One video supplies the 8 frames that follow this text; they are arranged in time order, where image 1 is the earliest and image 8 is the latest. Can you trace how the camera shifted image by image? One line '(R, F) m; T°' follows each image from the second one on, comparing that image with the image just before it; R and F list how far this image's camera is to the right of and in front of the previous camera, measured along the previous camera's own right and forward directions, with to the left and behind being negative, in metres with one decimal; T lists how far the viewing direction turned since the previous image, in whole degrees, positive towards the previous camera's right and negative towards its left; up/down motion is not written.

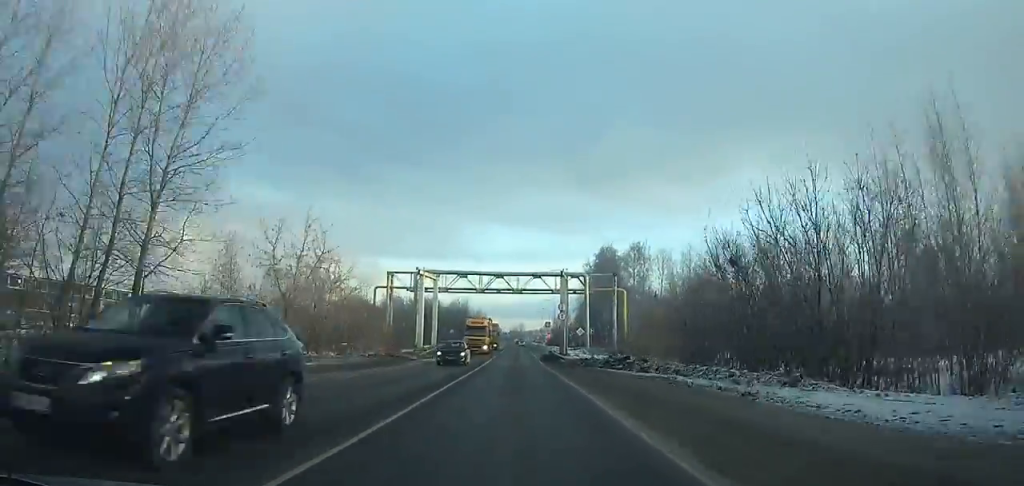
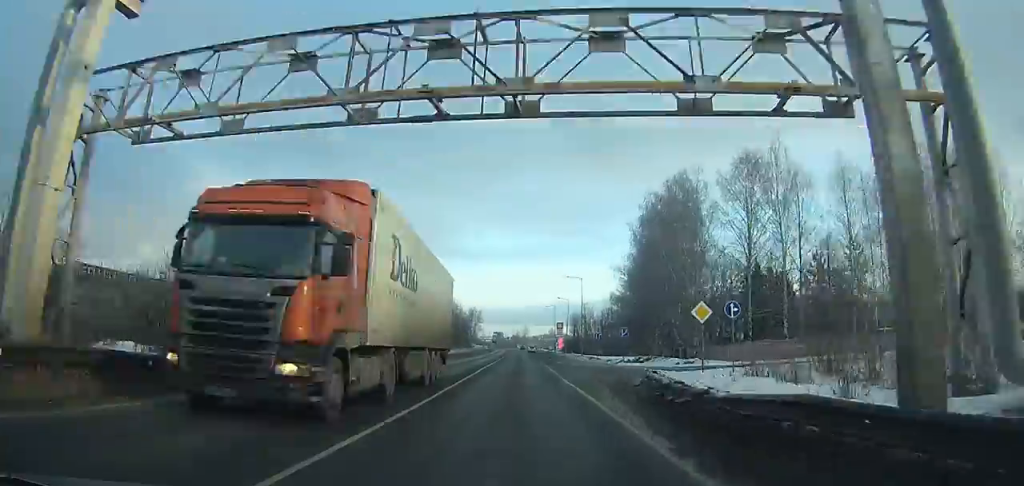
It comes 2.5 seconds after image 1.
(-0.1, +46.9) m; 0°
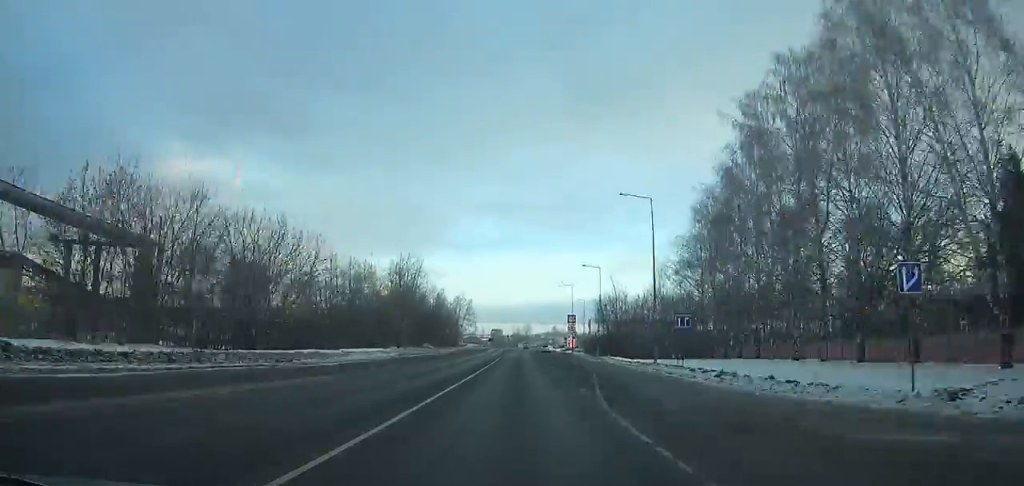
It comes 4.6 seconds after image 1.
(0.0, +38.3) m; 0°
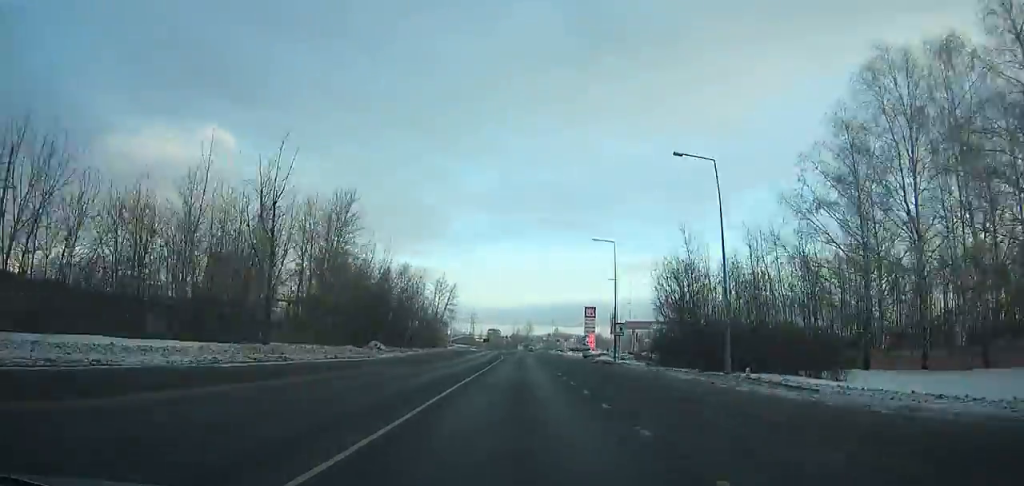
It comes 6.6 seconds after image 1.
(0.0, +35.4) m; 0°
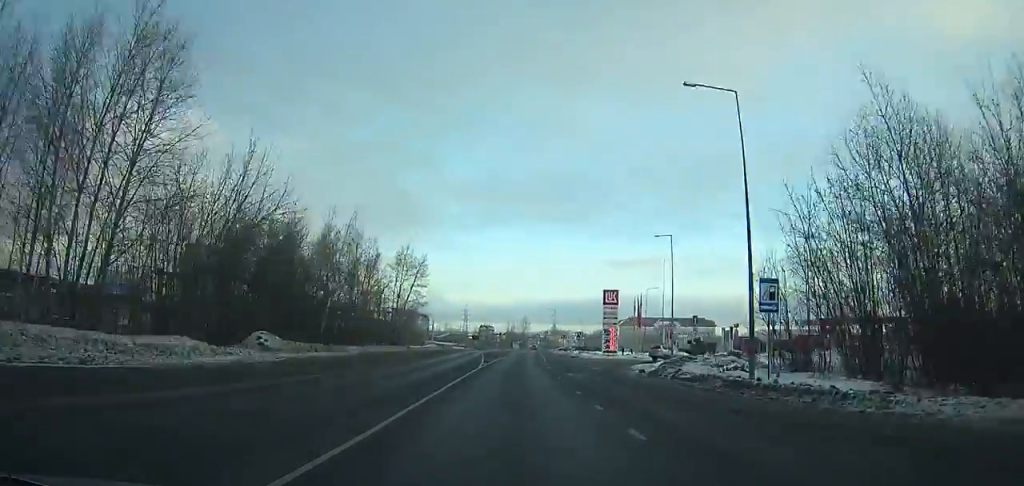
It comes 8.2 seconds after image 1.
(0.0, +28.0) m; 0°
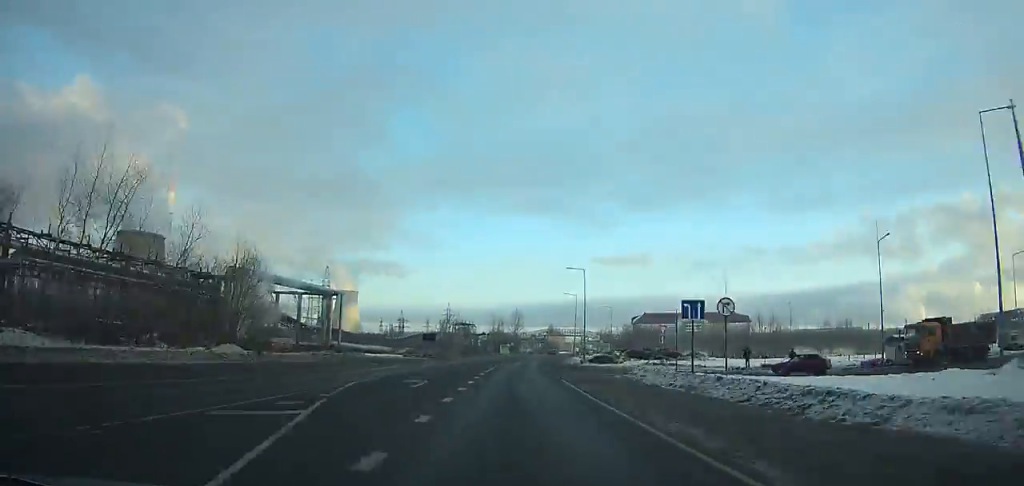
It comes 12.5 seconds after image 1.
(+0.4, +73.3) m; +1°
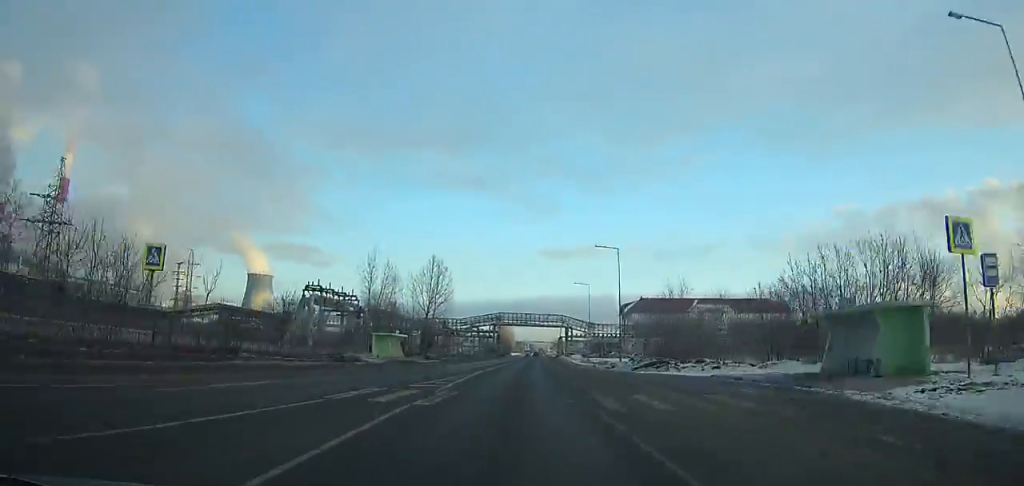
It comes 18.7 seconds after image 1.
(+4.1, +105.1) m; +5°
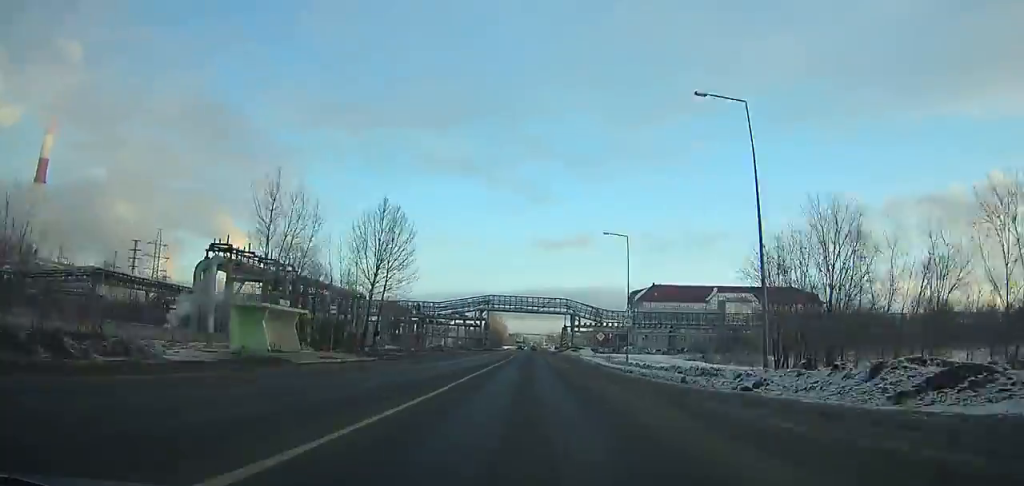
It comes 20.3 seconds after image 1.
(+0.3, +27.3) m; +1°
